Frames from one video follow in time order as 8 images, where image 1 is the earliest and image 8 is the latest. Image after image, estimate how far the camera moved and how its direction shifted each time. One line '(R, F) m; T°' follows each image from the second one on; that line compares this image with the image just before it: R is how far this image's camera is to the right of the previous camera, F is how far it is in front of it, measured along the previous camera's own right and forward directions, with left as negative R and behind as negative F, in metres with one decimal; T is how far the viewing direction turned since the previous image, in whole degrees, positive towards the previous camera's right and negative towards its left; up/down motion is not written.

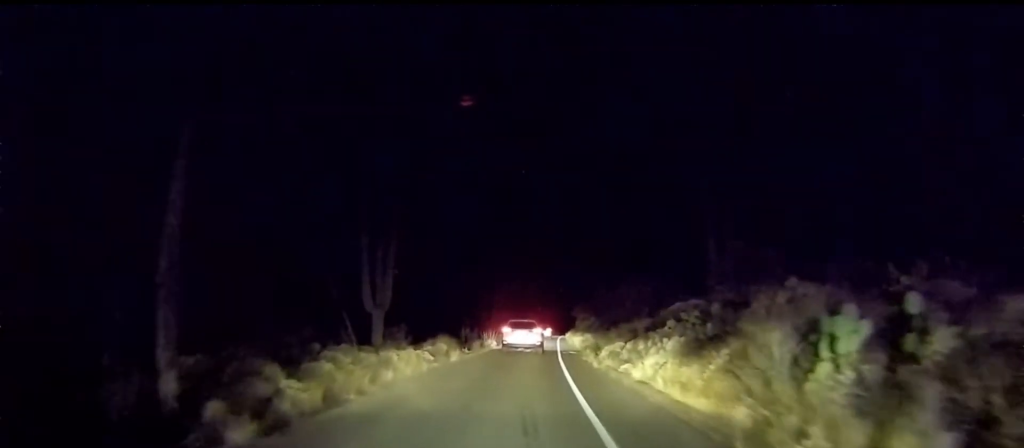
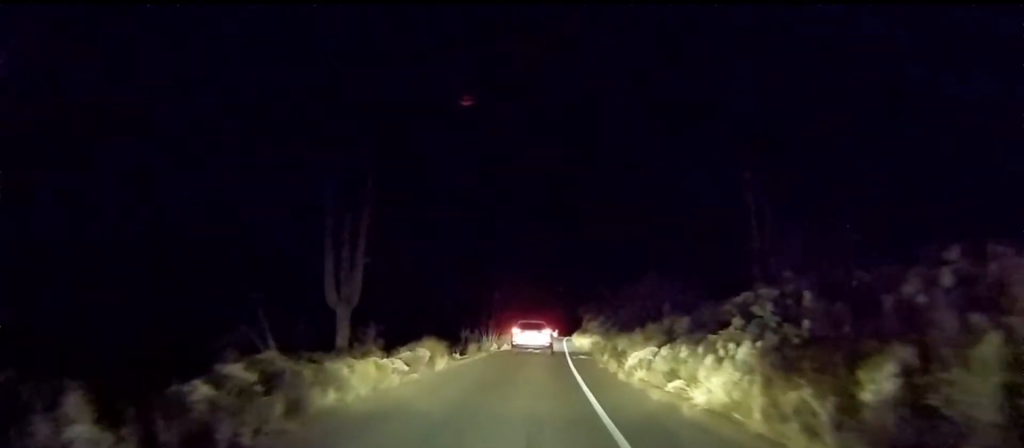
(+0.1, +3.8) m; +1°
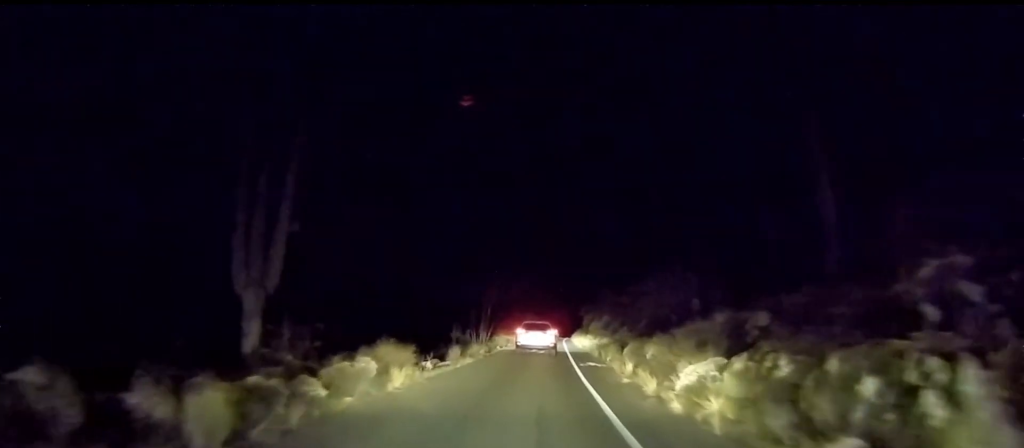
(+0.2, +4.1) m; +1°
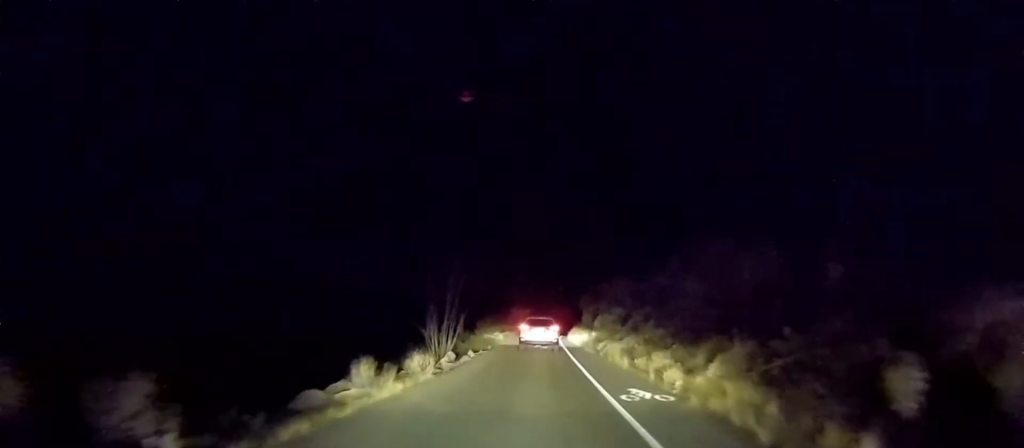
(-0.2, +13.3) m; -1°
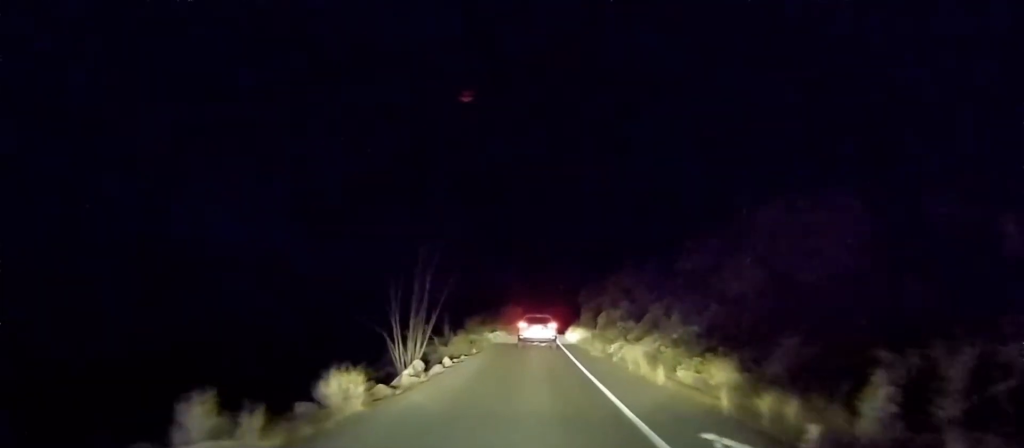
(-0.1, +4.2) m; 0°
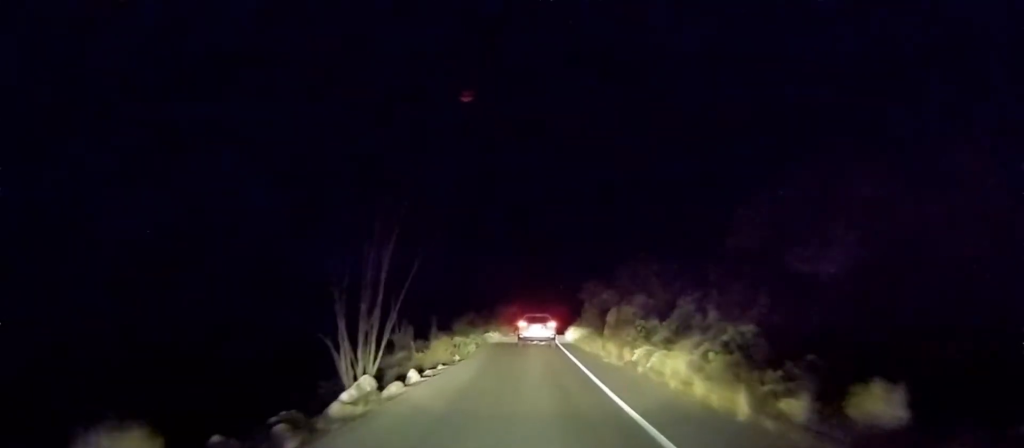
(-0.1, +4.1) m; +2°
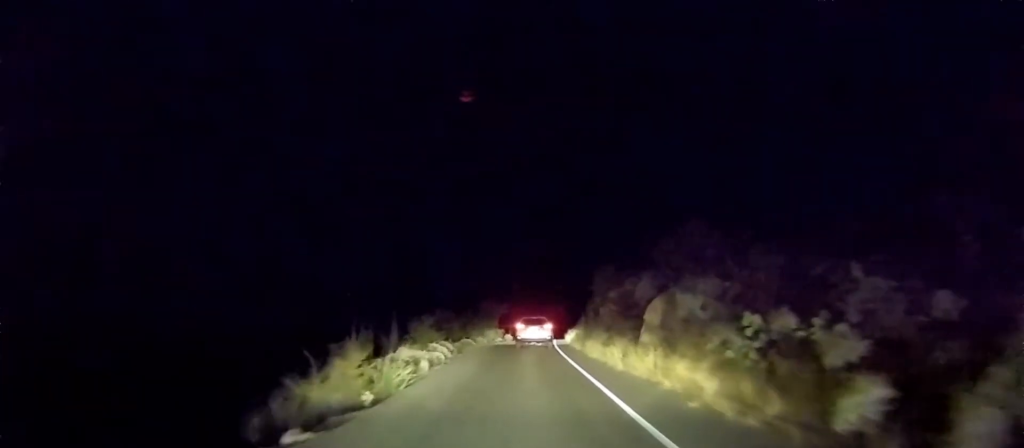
(+0.5, +9.1) m; +3°
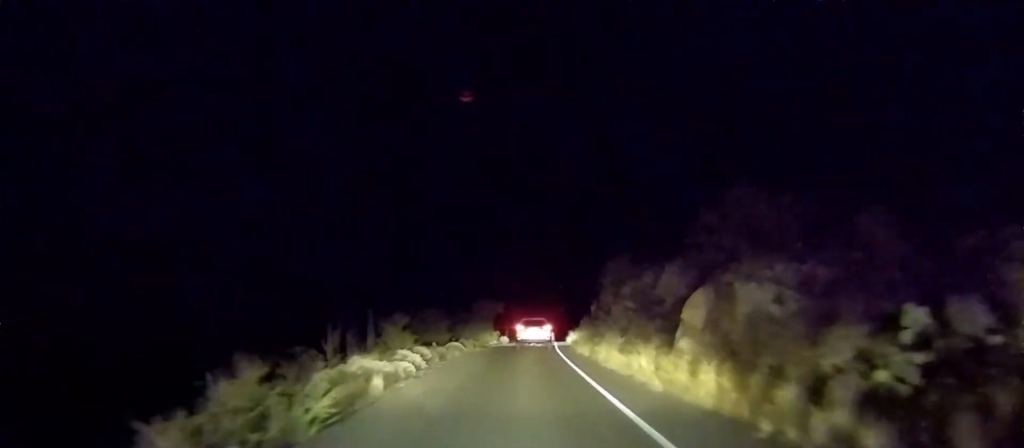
(0.0, +4.1) m; 0°
